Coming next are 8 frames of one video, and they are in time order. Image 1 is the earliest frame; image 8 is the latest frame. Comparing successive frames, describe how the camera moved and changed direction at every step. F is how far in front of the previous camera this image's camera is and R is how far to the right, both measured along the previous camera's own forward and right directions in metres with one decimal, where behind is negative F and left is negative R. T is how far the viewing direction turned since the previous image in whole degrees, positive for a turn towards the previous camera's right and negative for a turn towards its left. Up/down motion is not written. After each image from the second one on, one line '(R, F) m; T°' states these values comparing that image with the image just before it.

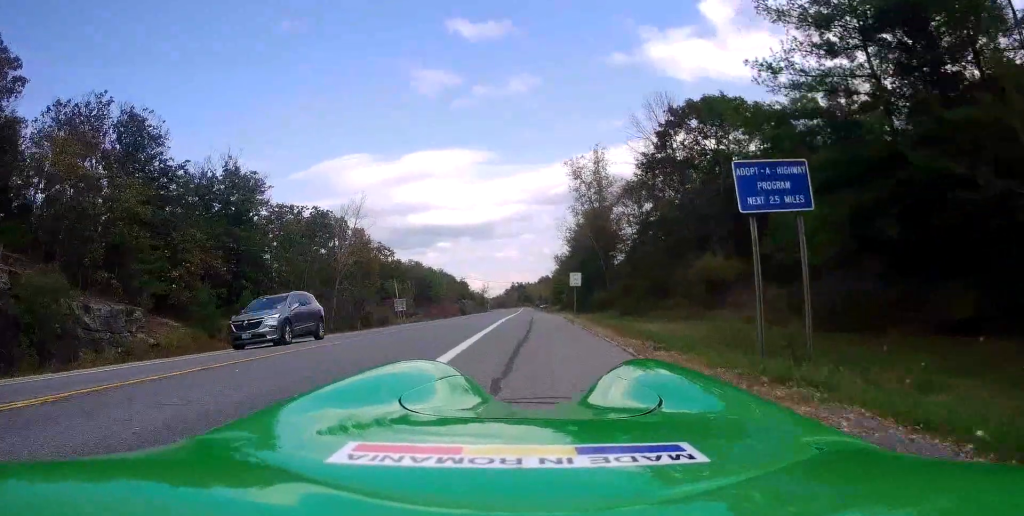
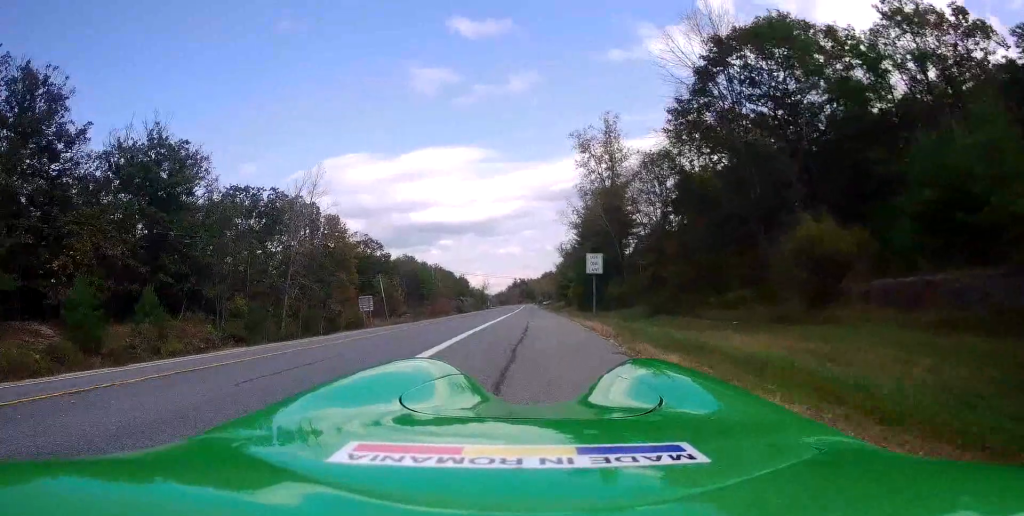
(-0.4, +14.0) m; +1°
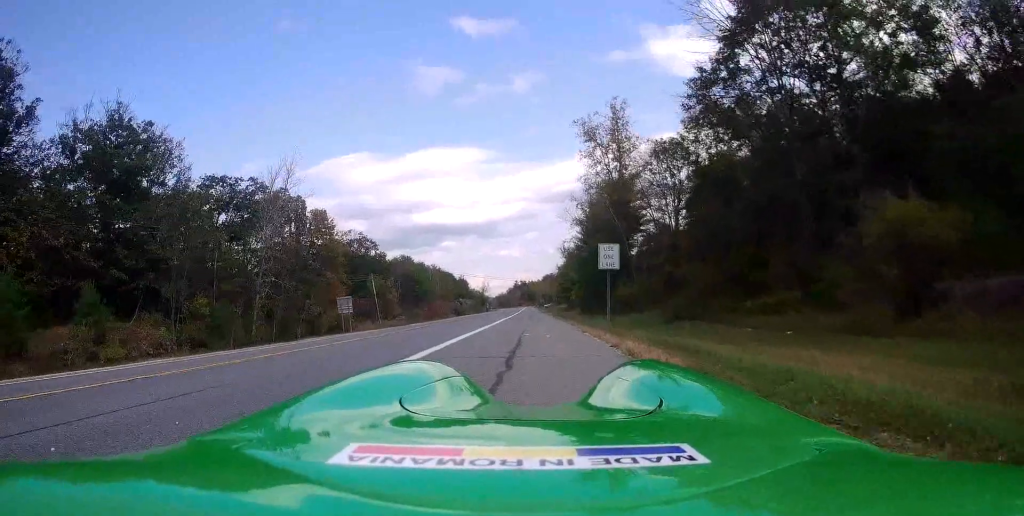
(+0.1, +5.7) m; +1°
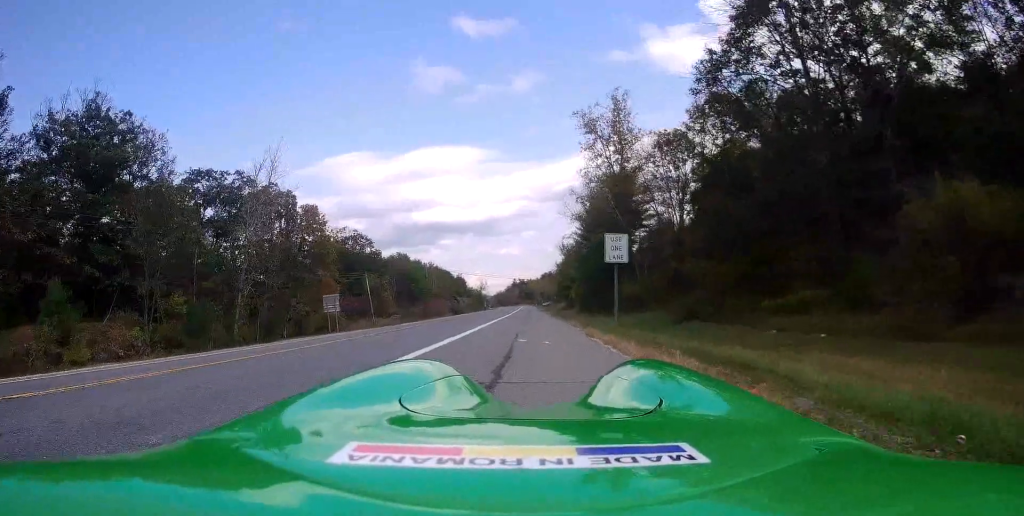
(+0.1, +2.8) m; 0°
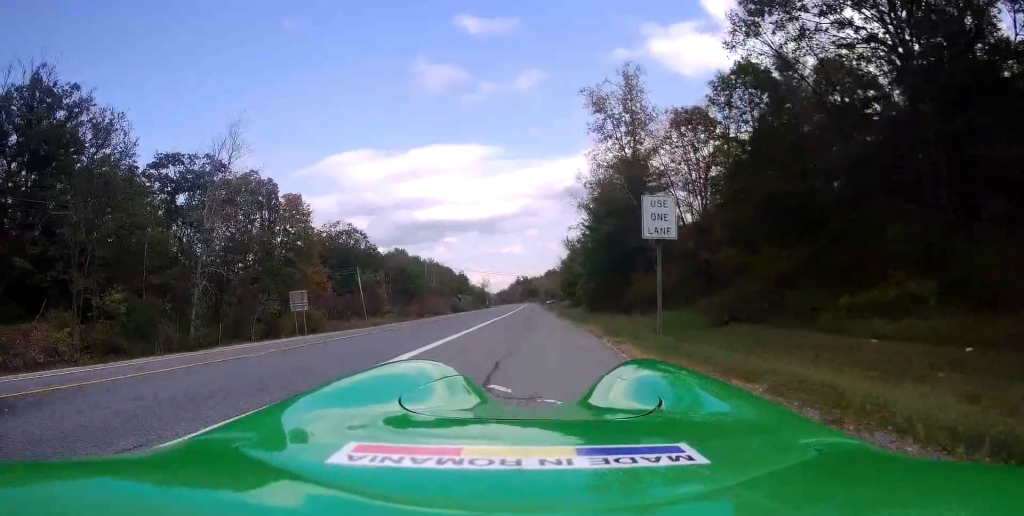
(-0.1, +6.7) m; +1°
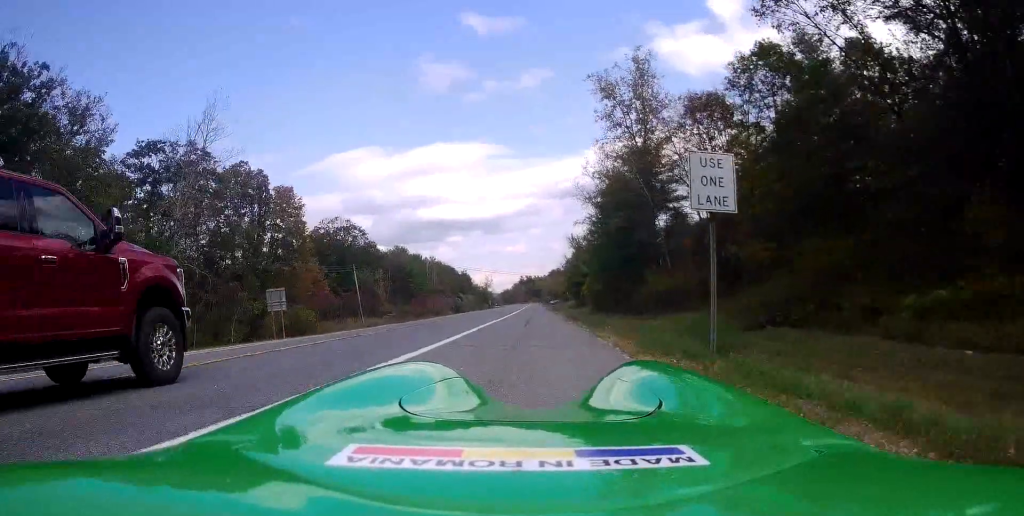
(+0.1, +4.1) m; -1°
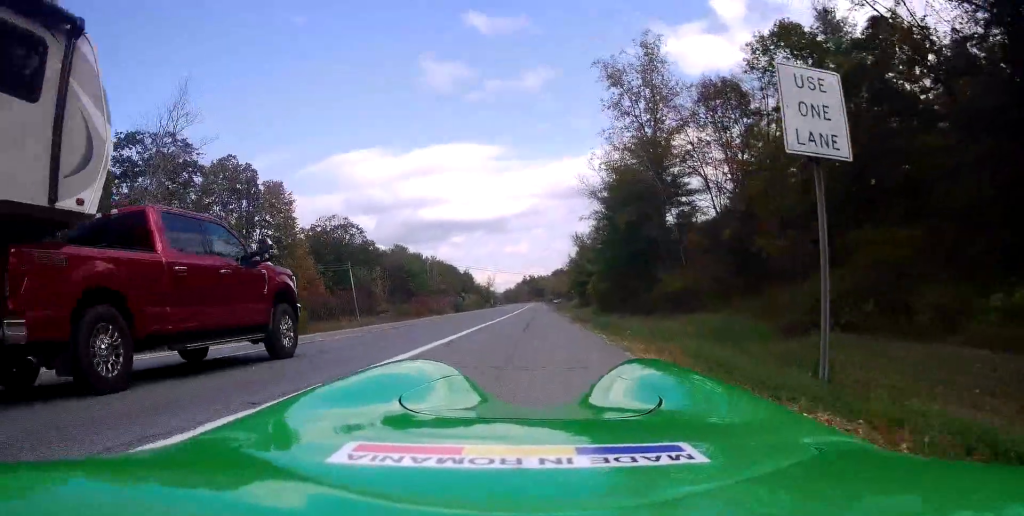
(+0.1, +3.5) m; 0°
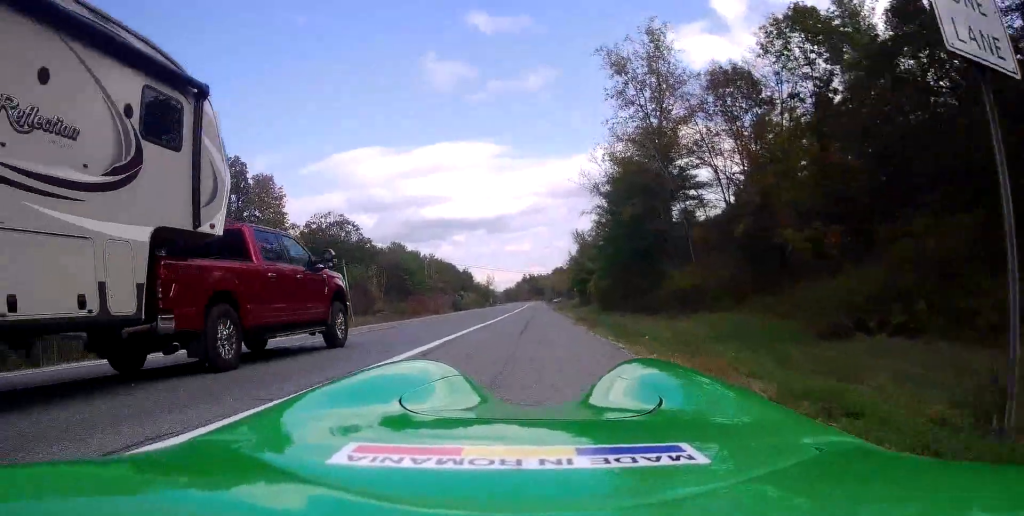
(-0.2, +2.7) m; +2°
